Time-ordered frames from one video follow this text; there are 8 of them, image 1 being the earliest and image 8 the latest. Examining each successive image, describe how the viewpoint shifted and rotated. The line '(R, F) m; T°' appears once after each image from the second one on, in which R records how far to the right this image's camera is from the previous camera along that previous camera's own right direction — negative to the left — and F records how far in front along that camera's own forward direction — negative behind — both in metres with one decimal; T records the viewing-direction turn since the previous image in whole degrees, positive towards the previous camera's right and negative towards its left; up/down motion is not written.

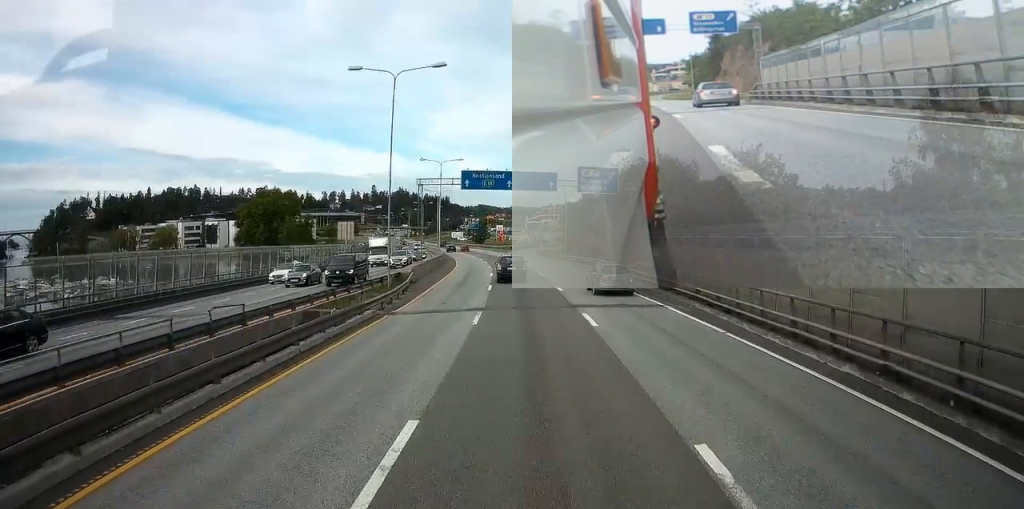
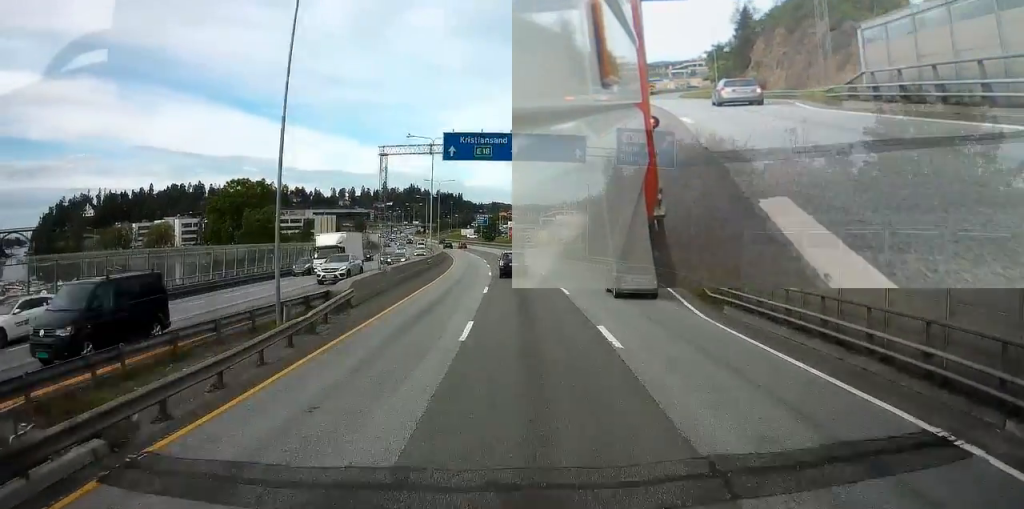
(-0.4, +16.0) m; -2°
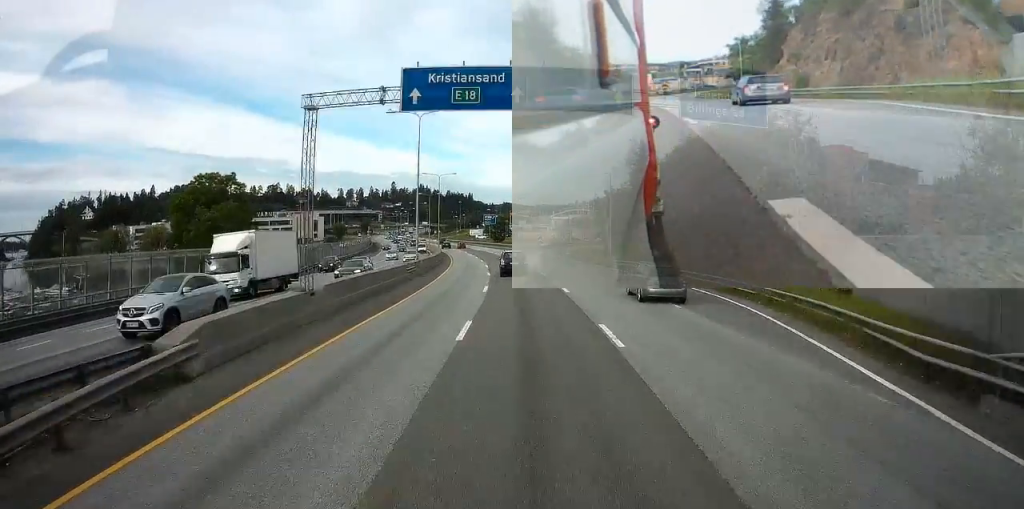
(-0.1, +11.2) m; -1°
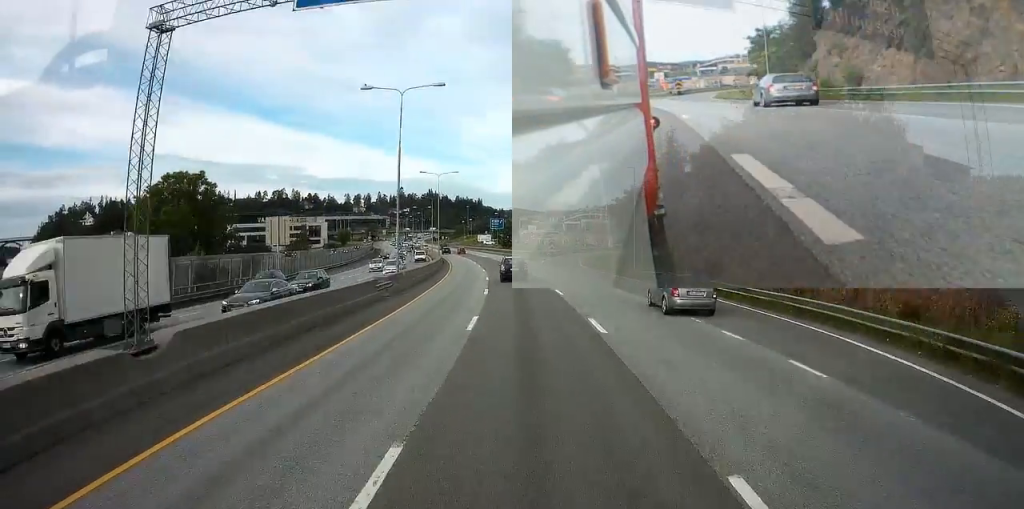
(-0.1, +10.5) m; -1°
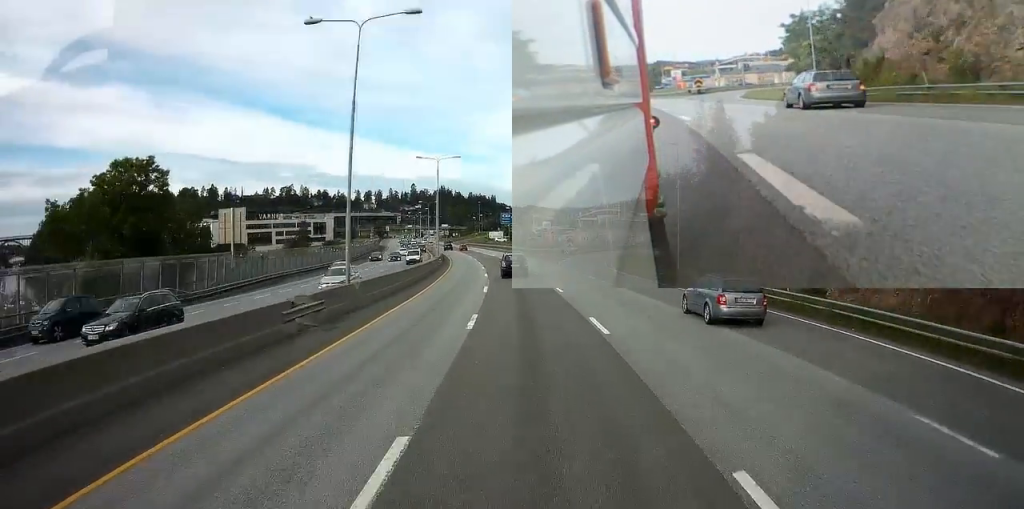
(0.0, +12.1) m; -1°
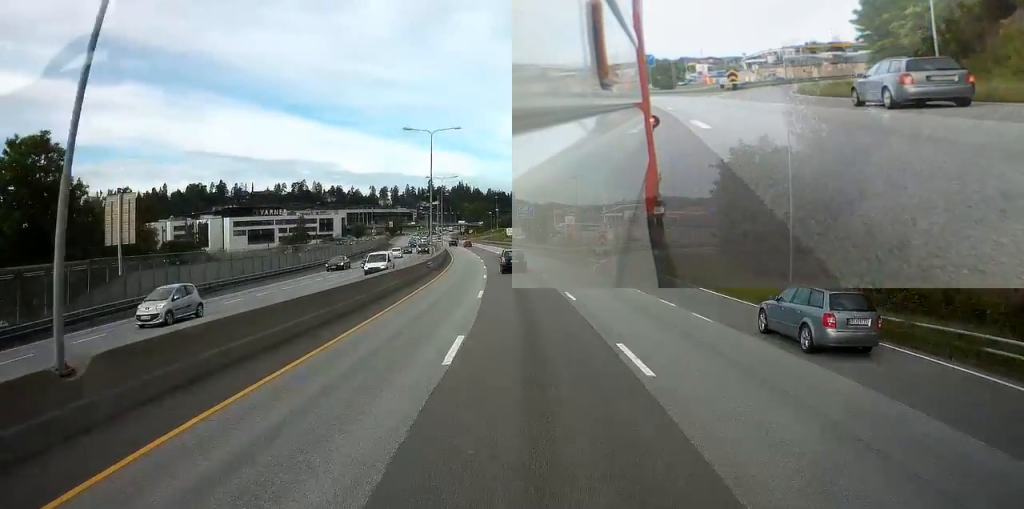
(-0.4, +17.0) m; -2°
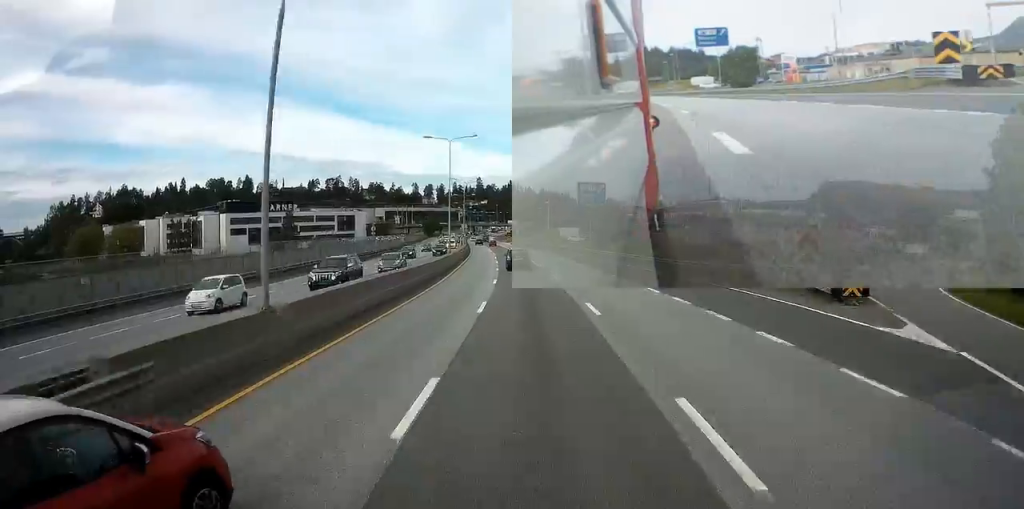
(-2.0, +39.8) m; -5°
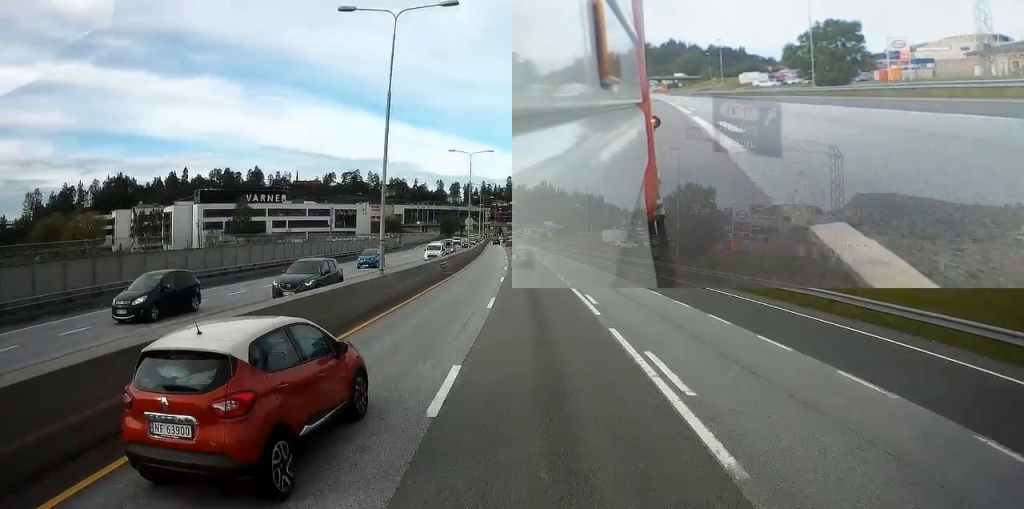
(-1.0, +34.9) m; -3°
